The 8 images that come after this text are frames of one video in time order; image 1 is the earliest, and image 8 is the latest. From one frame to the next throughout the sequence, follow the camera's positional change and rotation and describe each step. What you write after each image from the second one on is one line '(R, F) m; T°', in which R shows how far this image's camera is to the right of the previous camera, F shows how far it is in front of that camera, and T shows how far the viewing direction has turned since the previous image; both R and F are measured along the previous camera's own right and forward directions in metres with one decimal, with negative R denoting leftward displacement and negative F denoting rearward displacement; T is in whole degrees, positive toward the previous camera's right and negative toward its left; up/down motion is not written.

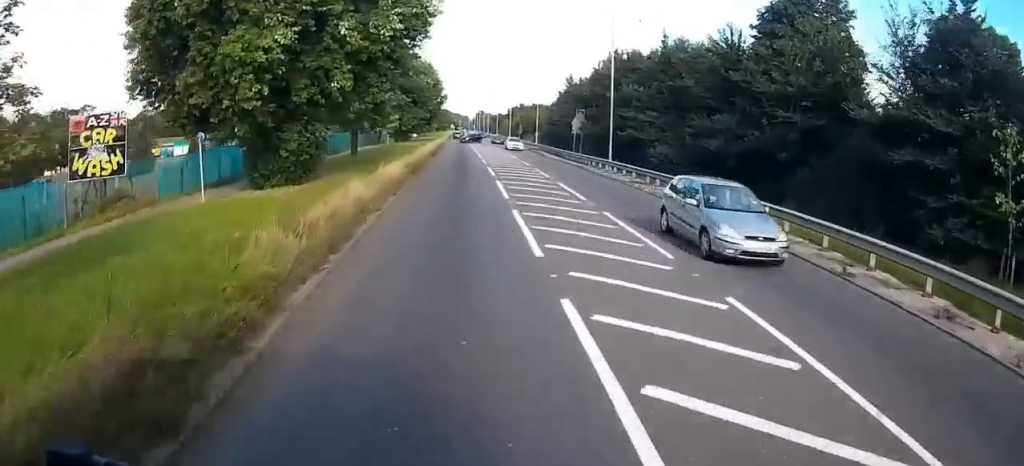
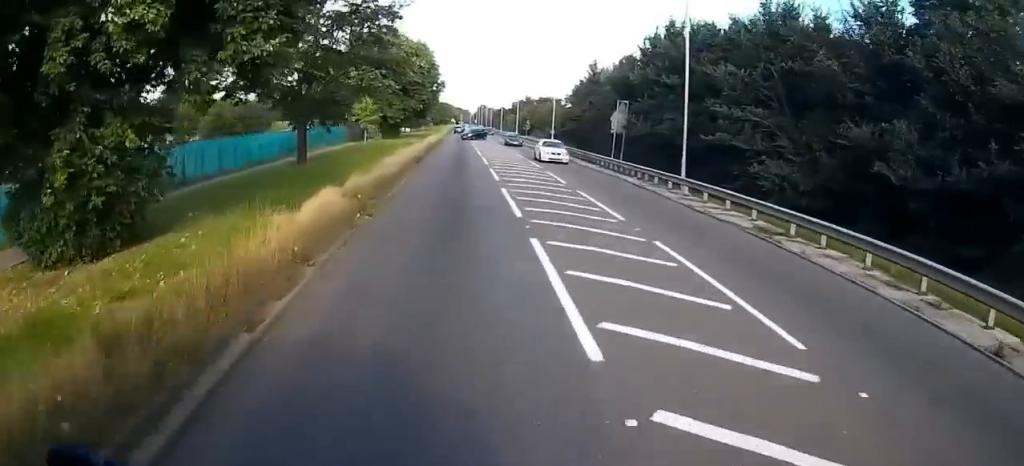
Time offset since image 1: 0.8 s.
(-0.2, +13.5) m; -1°
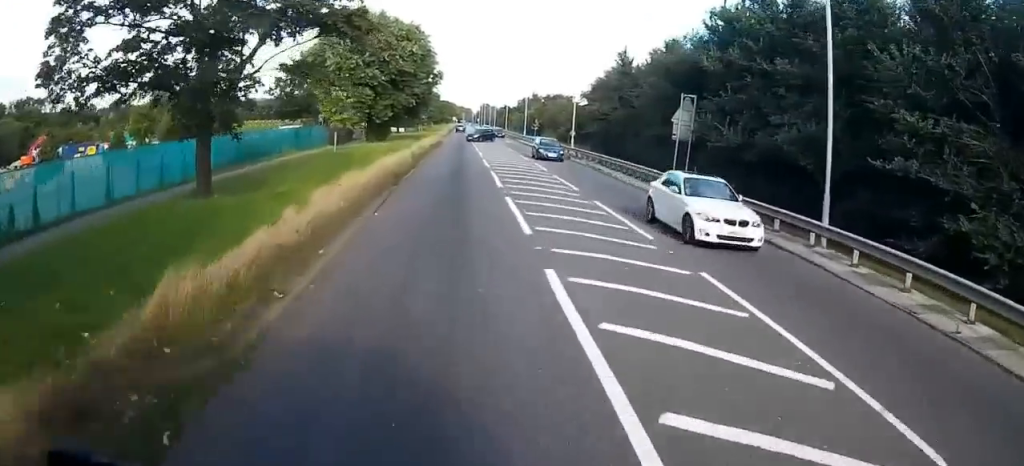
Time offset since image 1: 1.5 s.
(-0.1, +11.9) m; 0°
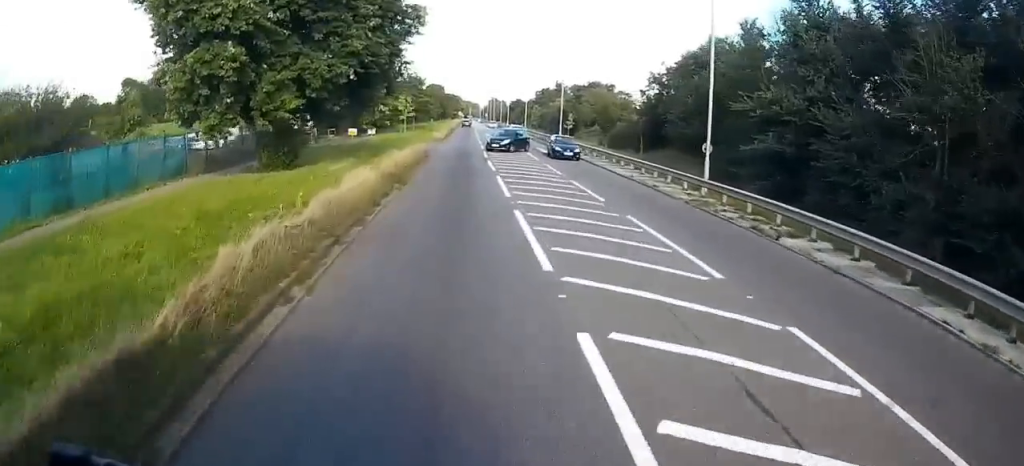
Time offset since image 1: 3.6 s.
(+0.8, +34.8) m; +2°
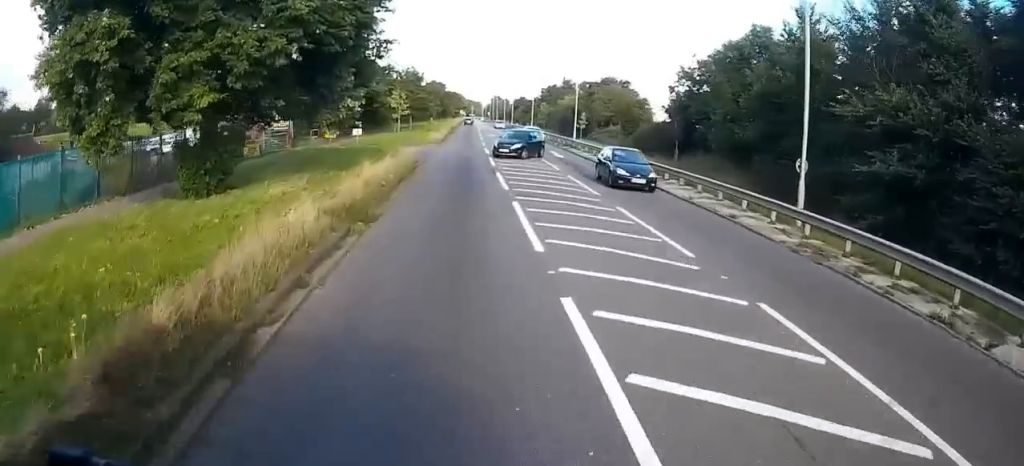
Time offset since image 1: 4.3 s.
(+0.1, +9.4) m; 0°
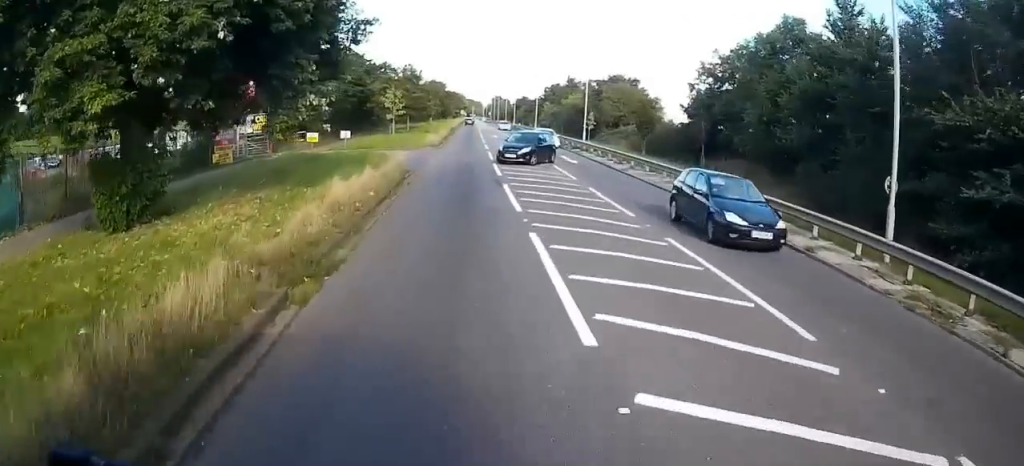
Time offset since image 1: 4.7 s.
(-0.1, +5.4) m; -1°
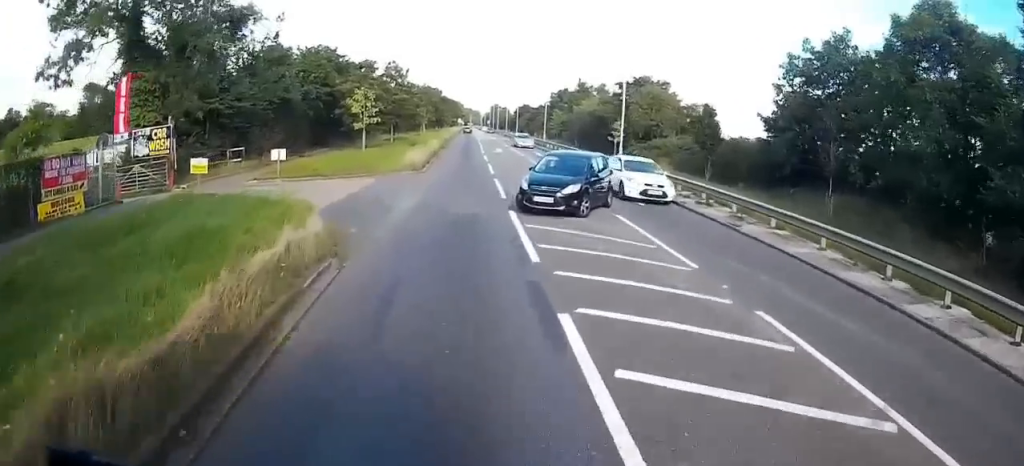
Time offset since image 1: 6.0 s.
(-0.3, +16.6) m; 0°
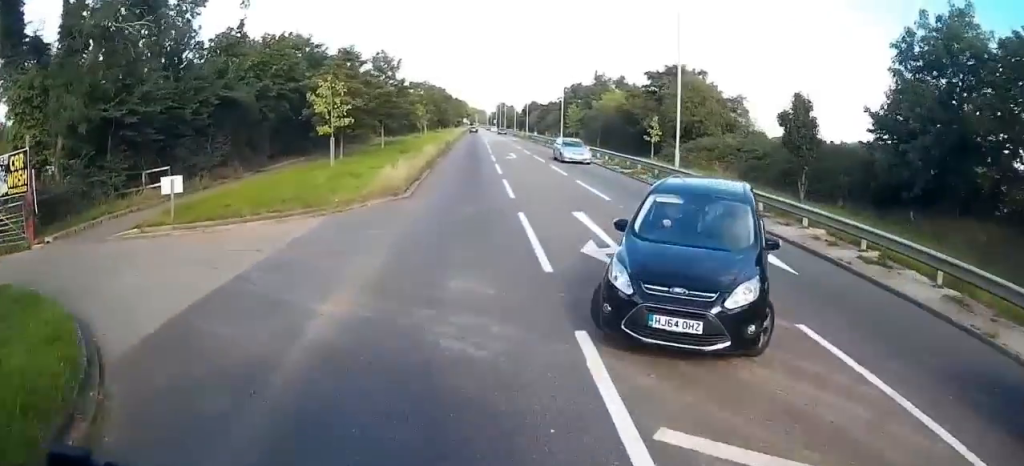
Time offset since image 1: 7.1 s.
(+0.2, +11.9) m; 0°
